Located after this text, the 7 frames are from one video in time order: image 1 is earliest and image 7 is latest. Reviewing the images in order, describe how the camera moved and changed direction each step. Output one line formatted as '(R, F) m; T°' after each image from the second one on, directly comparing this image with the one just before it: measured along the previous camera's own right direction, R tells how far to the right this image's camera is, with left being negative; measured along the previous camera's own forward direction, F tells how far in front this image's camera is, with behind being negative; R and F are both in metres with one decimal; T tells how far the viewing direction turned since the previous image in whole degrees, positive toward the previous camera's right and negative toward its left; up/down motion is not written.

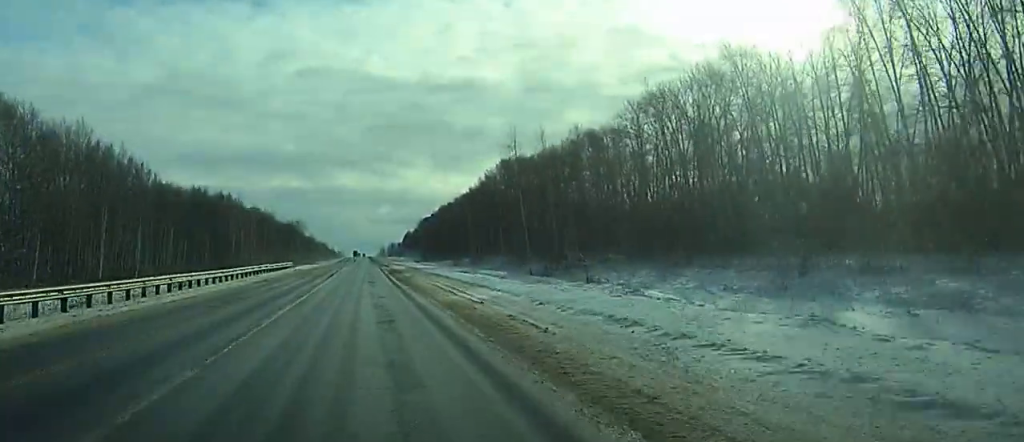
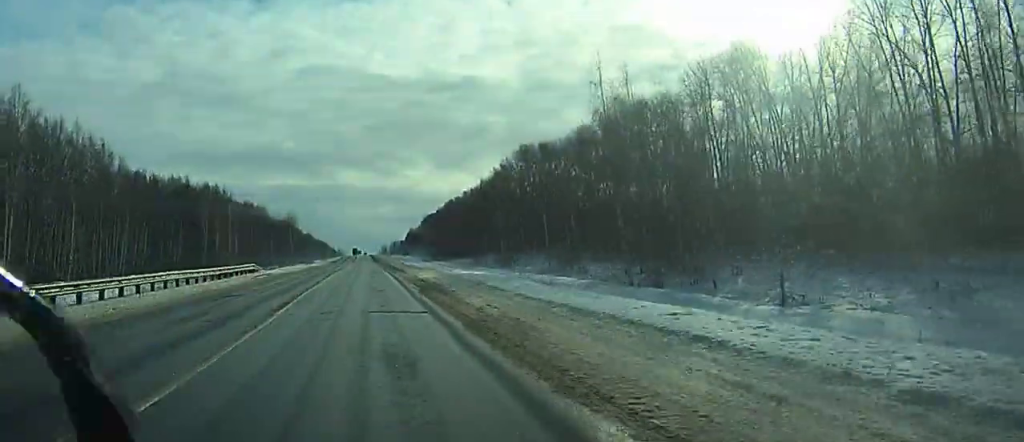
(-0.1, +31.1) m; 0°
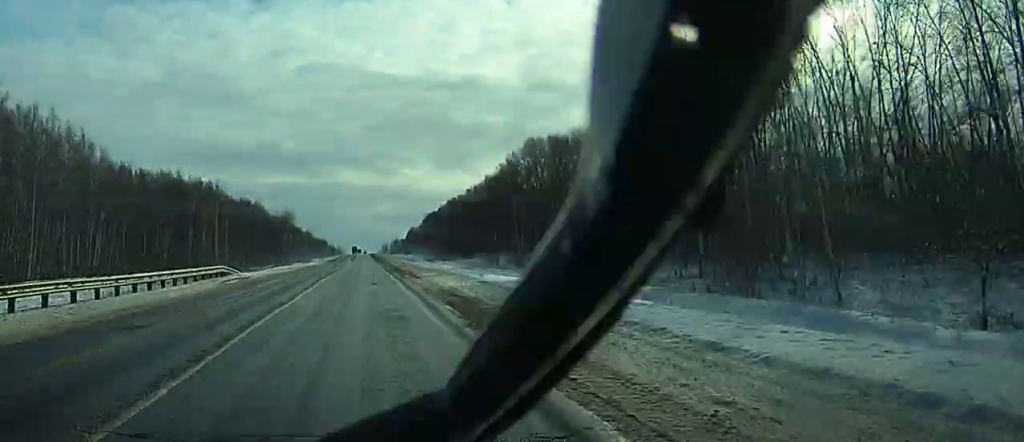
(0.0, +12.6) m; 0°
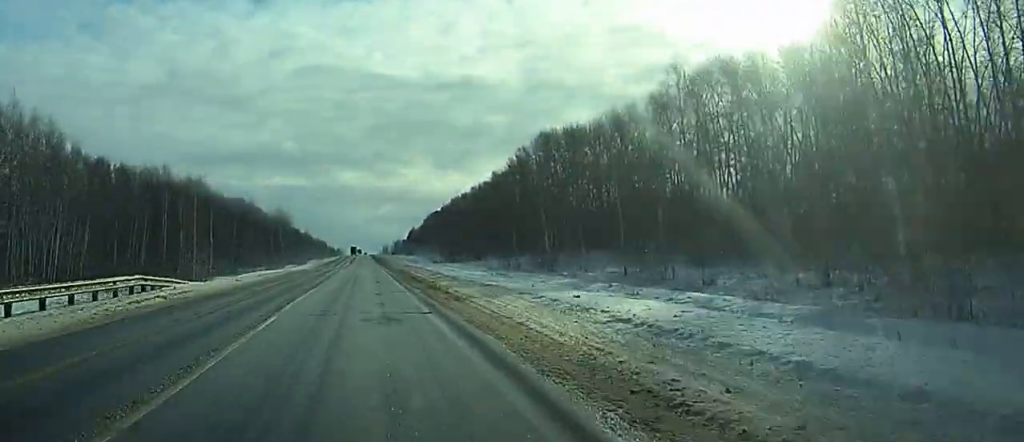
(0.0, +16.4) m; 0°
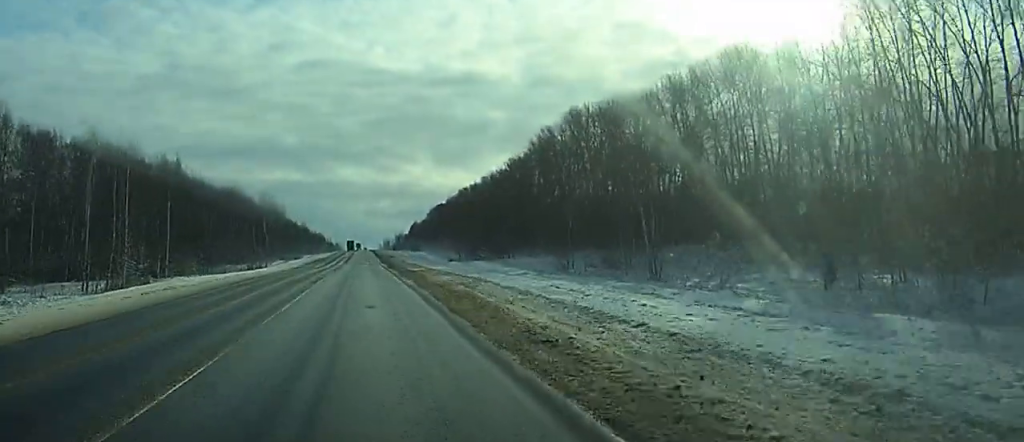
(0.0, +31.7) m; 0°
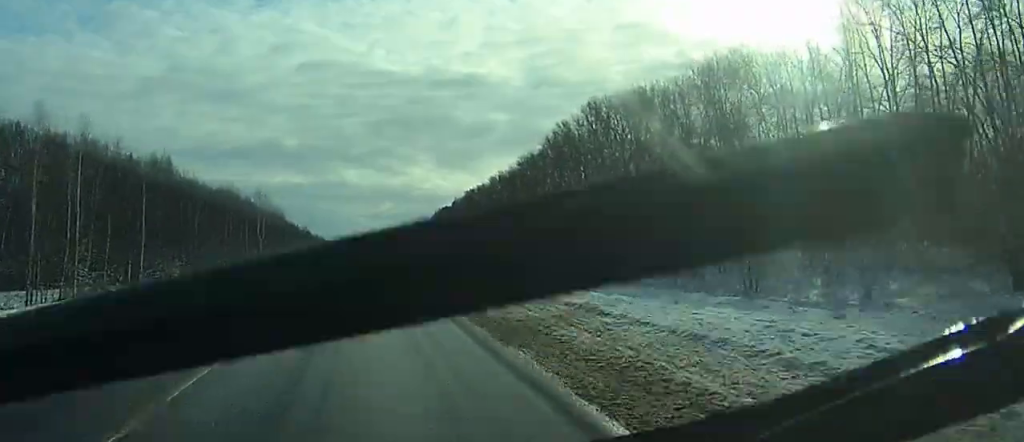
(0.0, +14.4) m; 0°
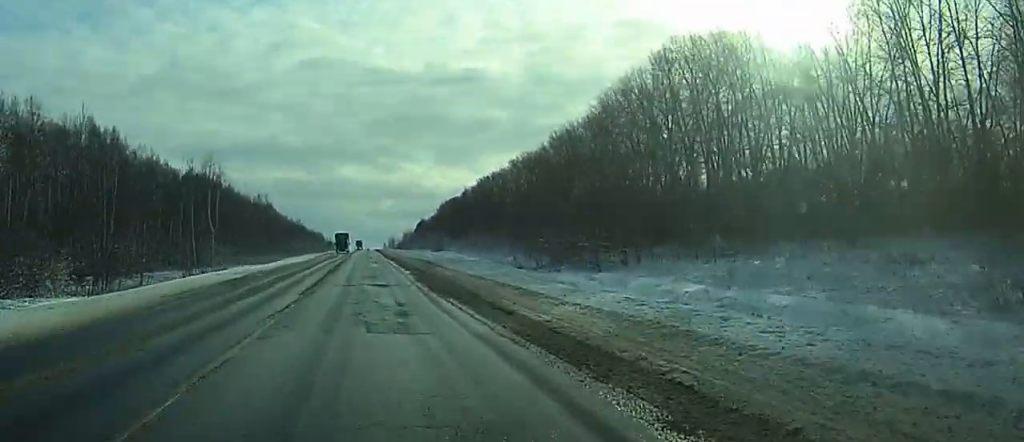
(-0.1, +47.1) m; 0°
